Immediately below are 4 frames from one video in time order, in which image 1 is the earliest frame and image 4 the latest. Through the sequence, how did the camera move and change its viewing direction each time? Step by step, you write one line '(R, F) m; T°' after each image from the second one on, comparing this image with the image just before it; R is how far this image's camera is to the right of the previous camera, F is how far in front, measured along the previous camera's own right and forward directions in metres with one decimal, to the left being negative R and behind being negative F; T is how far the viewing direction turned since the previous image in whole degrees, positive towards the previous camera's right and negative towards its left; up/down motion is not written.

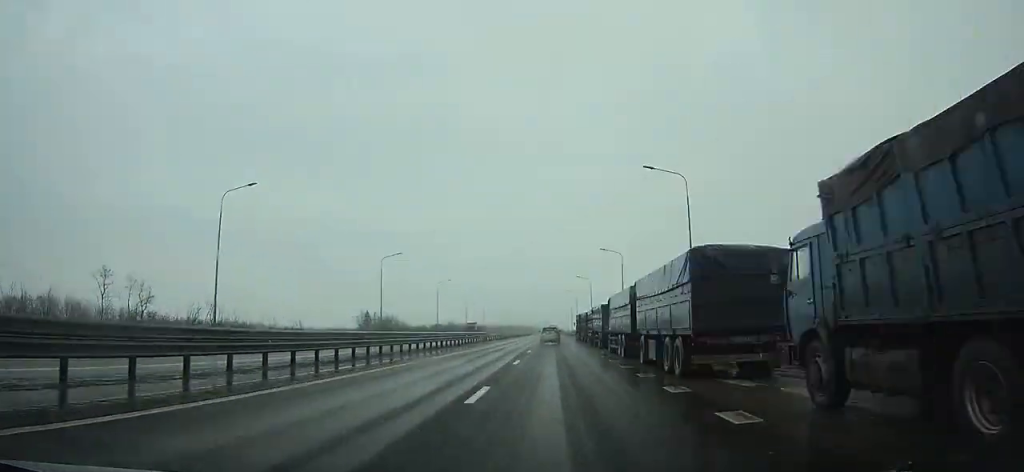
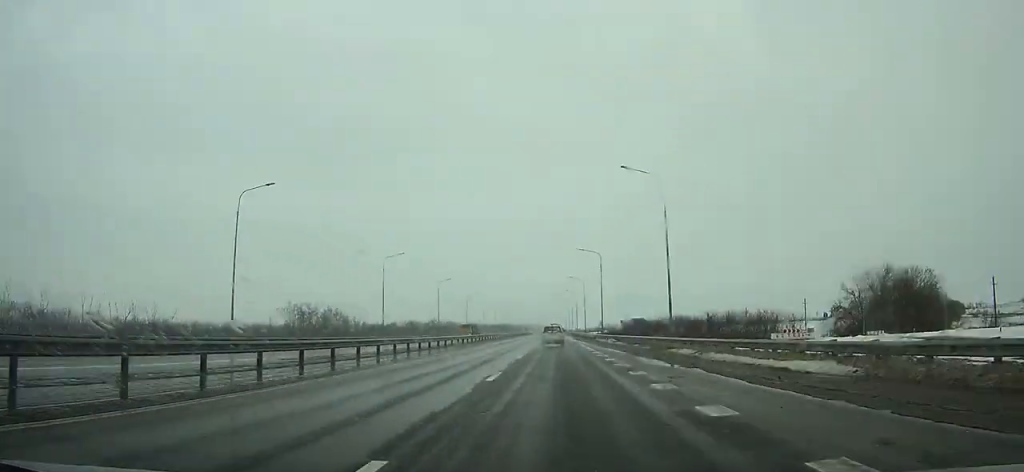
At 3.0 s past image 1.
(+0.4, +76.2) m; 0°
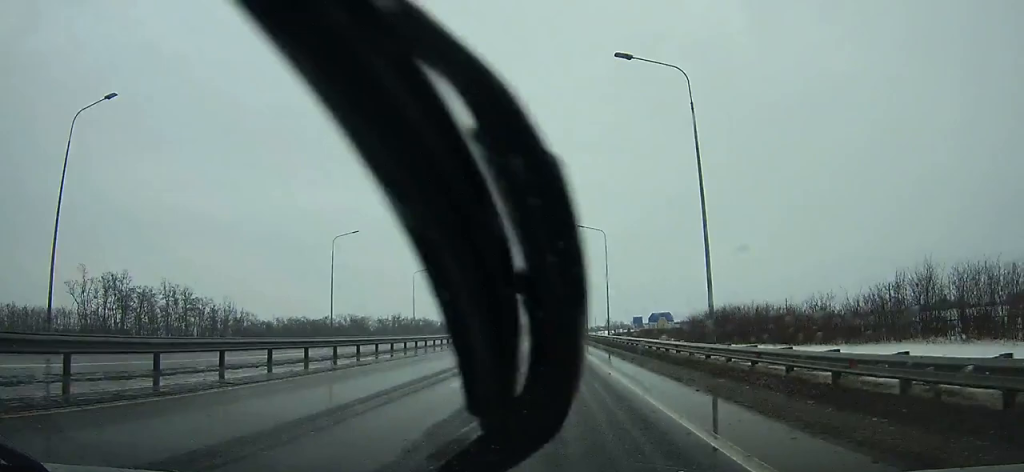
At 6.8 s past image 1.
(+0.2, +95.3) m; 0°
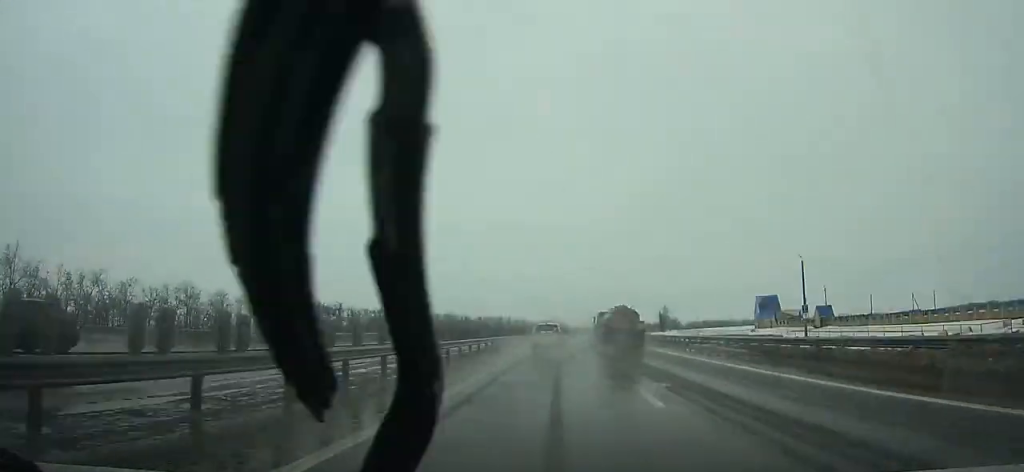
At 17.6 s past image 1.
(-2.8, +263.7) m; +1°
